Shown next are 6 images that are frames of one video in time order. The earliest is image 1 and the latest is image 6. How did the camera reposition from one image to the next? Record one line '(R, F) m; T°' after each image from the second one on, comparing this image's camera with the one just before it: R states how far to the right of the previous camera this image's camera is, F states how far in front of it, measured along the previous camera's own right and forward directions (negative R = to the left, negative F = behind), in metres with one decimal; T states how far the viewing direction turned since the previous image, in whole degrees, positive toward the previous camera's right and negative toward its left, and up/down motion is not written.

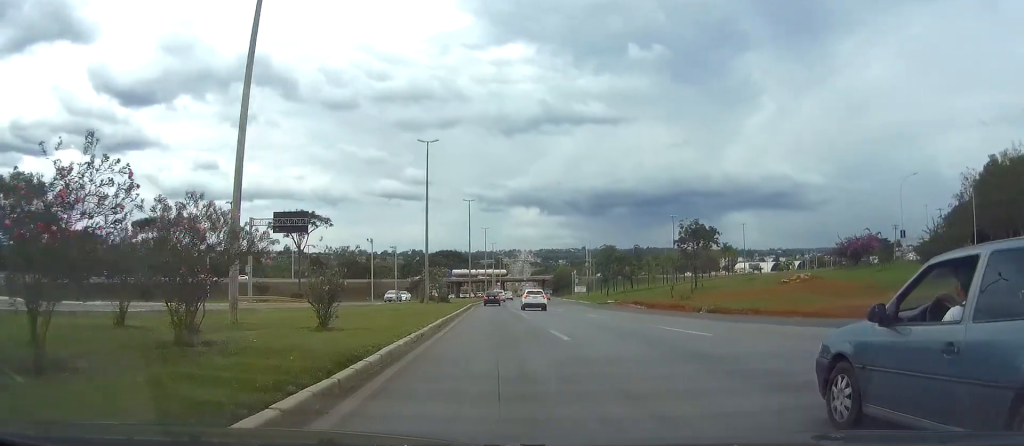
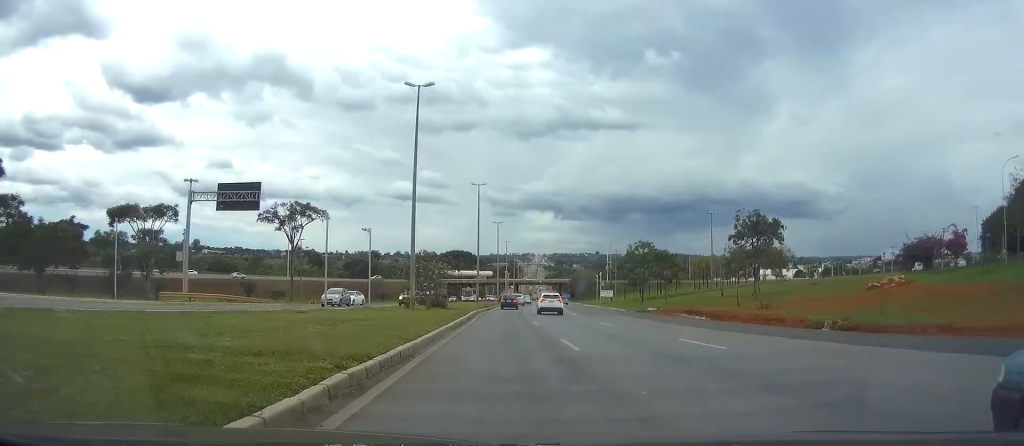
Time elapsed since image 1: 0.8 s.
(-0.2, +17.2) m; -1°
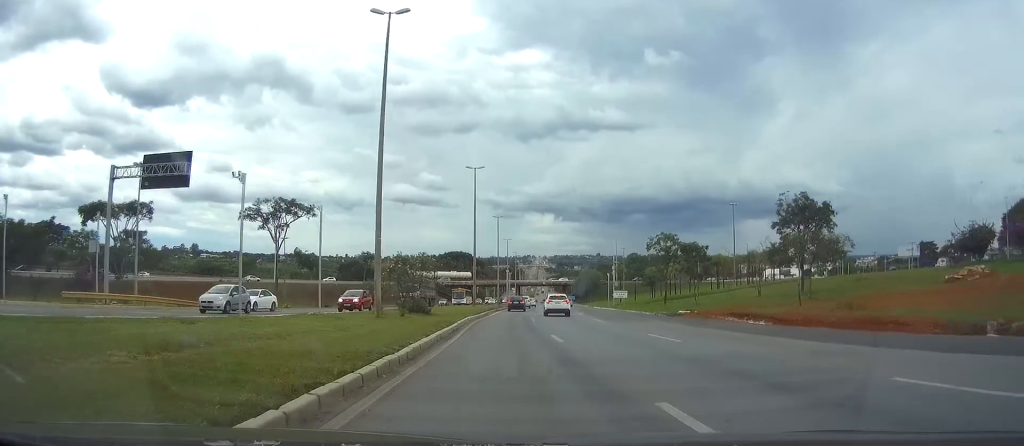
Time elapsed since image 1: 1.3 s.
(-0.1, +12.0) m; 0°
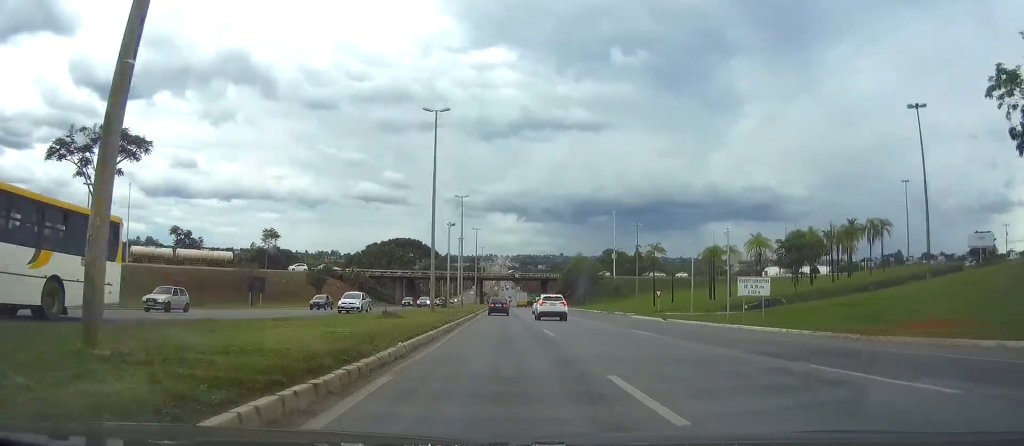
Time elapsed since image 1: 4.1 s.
(+1.2, +62.1) m; +2°
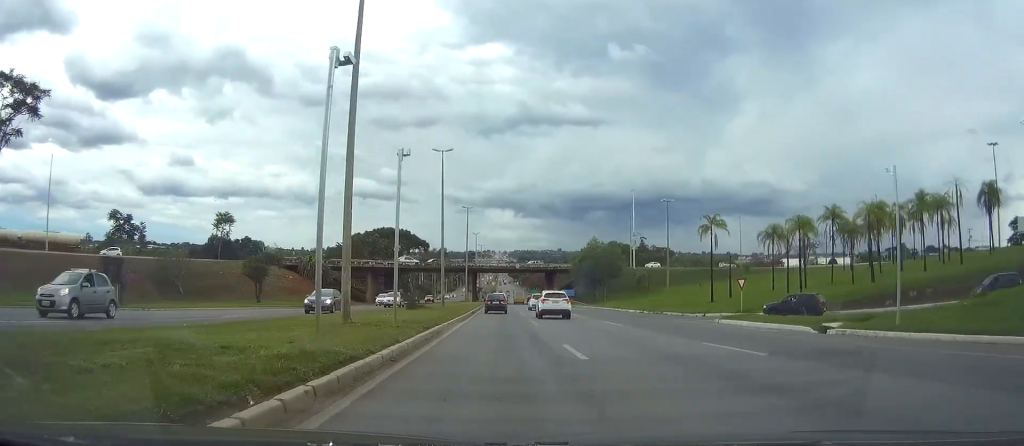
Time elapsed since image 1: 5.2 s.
(0.0, +25.9) m; 0°
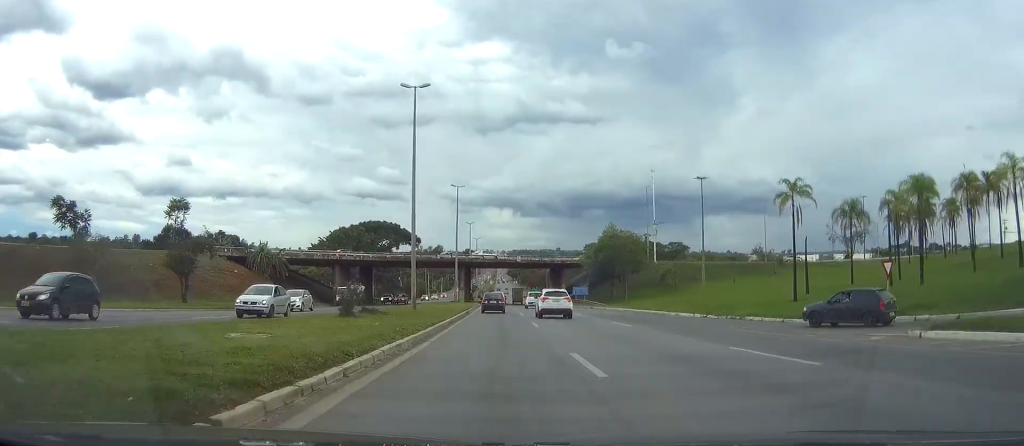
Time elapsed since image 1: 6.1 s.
(0.0, +19.3) m; 0°
